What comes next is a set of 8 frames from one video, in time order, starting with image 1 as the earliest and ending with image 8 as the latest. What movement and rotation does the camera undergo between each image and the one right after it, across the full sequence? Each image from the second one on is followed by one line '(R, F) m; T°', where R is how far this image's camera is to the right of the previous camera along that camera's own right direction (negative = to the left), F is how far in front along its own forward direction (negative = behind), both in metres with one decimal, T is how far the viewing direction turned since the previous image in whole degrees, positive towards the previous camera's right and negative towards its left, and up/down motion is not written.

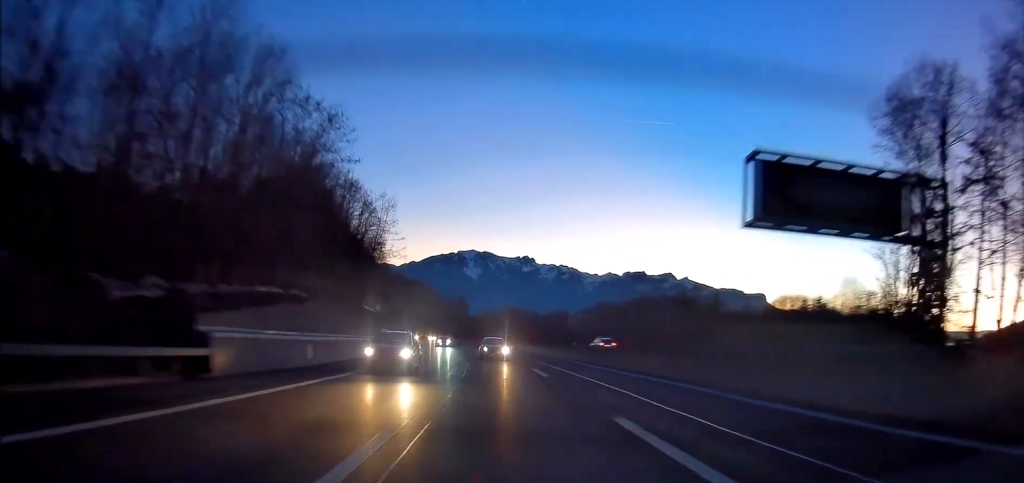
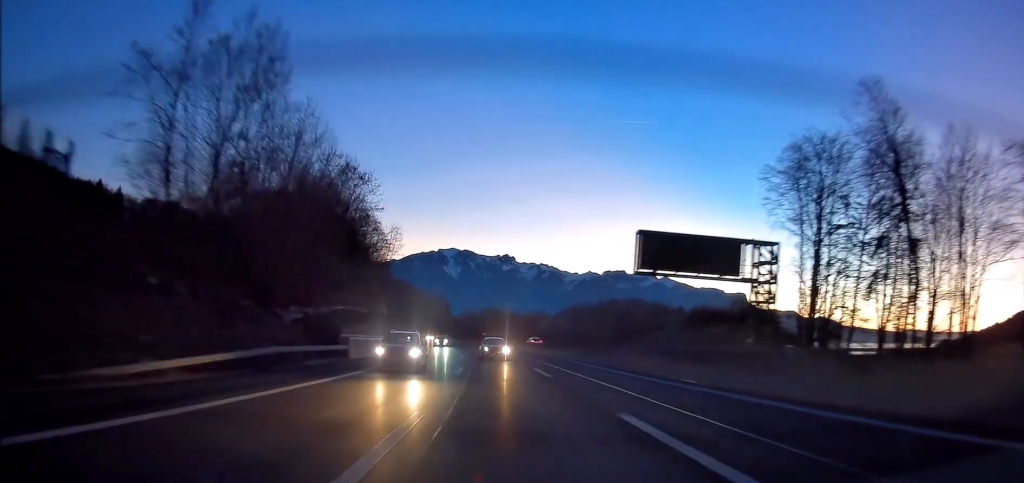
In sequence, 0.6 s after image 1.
(+0.3, +18.0) m; +2°
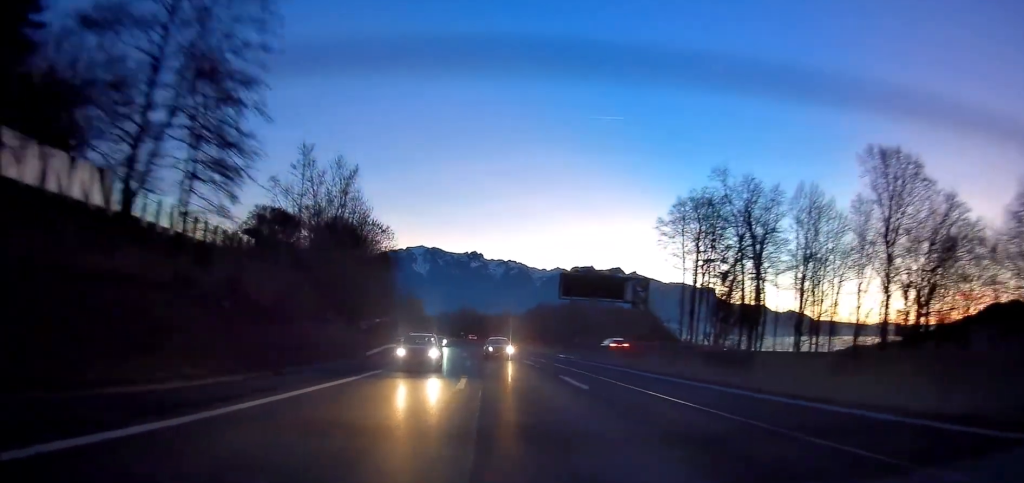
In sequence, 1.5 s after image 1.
(+0.8, +29.7) m; +3°
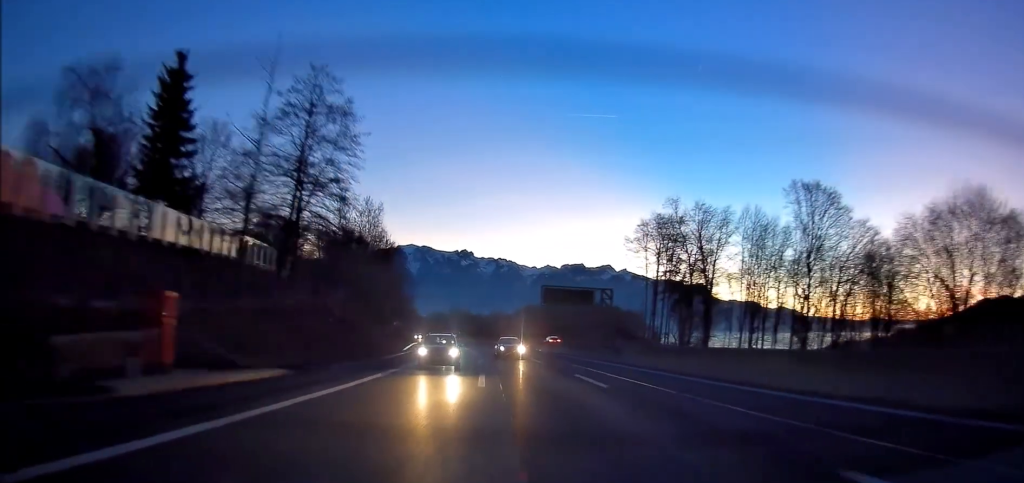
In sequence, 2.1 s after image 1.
(+0.3, +18.0) m; +1°
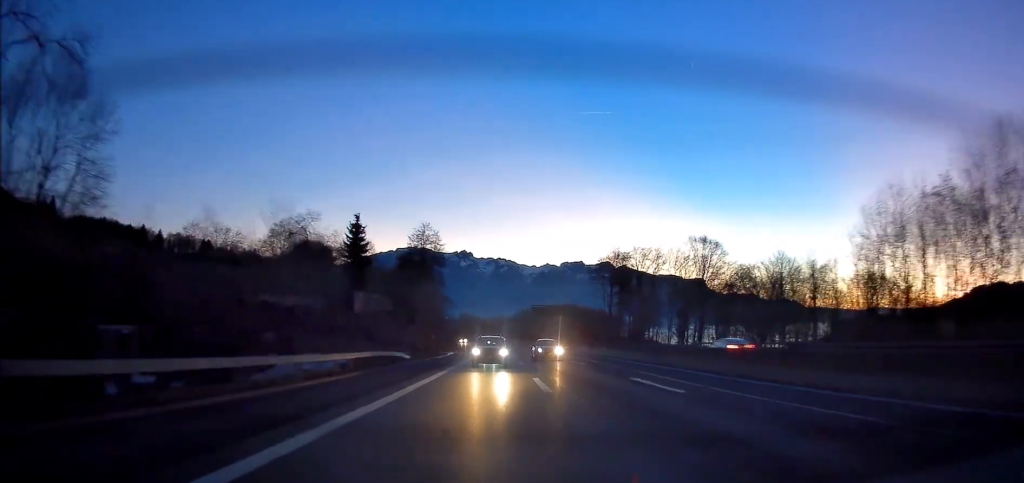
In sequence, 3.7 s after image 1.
(+1.0, +52.2) m; +1°
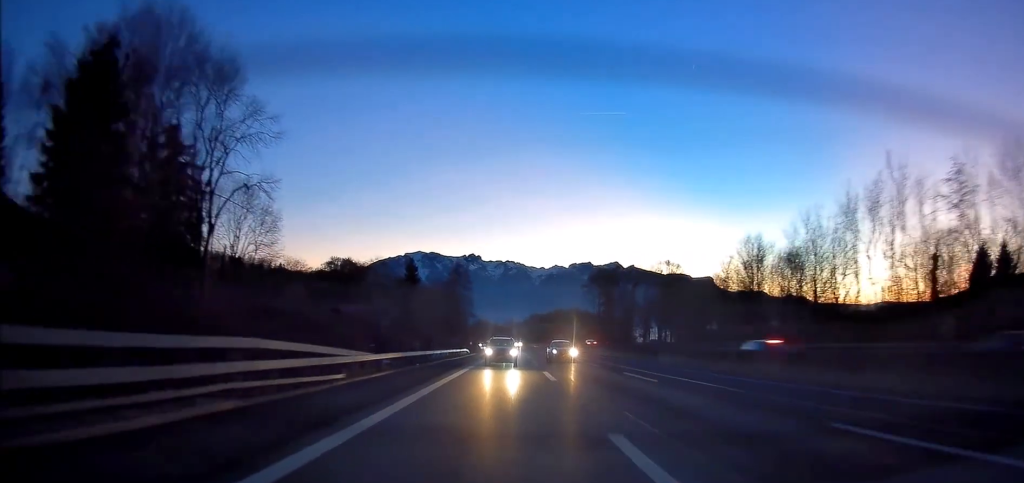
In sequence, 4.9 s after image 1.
(-0.1, +39.4) m; -1°
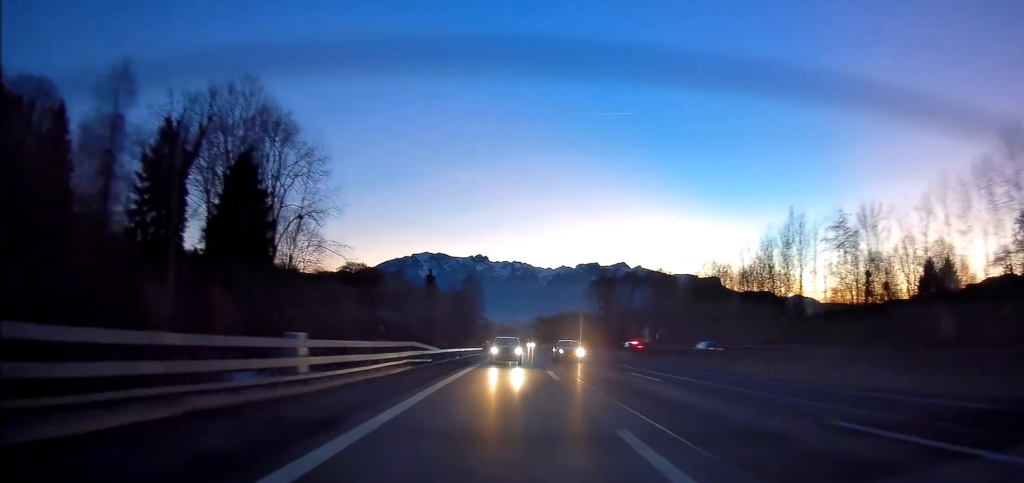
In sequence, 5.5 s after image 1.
(0.0, +18.2) m; 0°
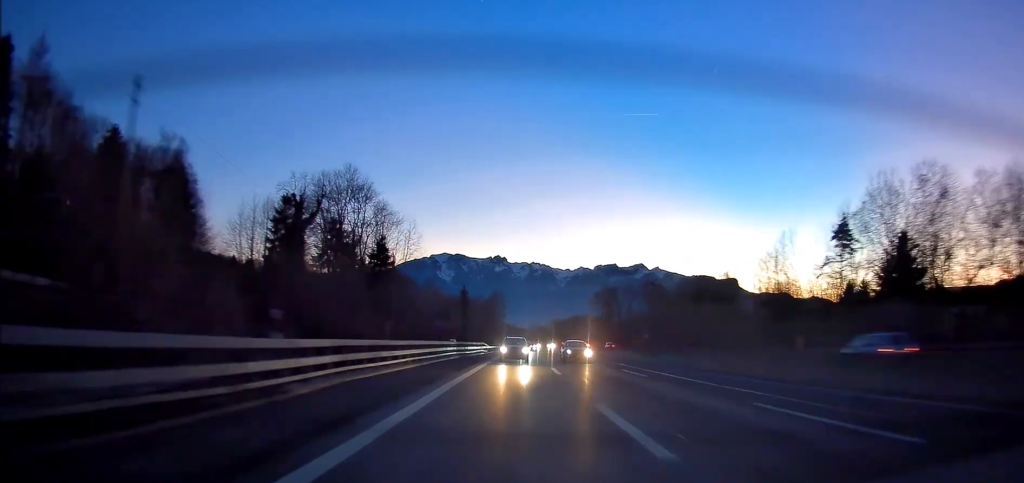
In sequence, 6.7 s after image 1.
(-0.3, +39.6) m; -1°
